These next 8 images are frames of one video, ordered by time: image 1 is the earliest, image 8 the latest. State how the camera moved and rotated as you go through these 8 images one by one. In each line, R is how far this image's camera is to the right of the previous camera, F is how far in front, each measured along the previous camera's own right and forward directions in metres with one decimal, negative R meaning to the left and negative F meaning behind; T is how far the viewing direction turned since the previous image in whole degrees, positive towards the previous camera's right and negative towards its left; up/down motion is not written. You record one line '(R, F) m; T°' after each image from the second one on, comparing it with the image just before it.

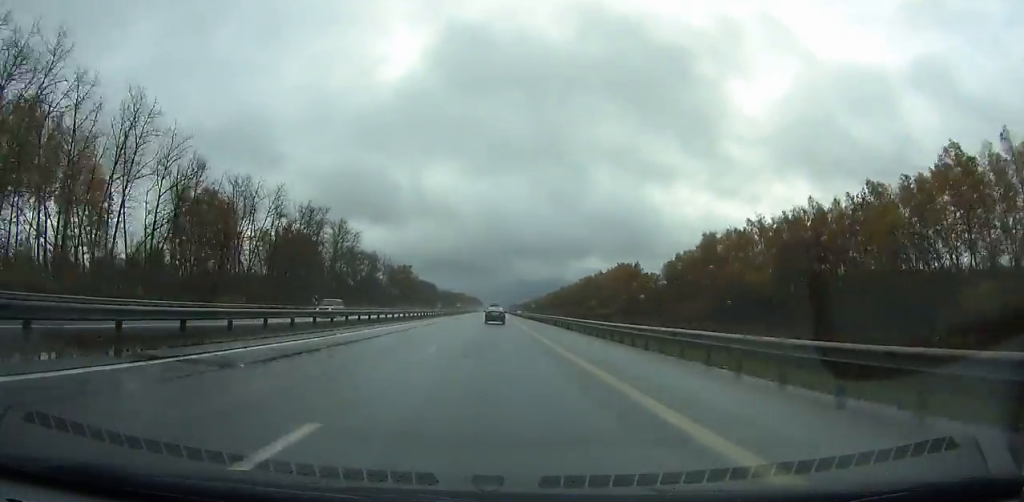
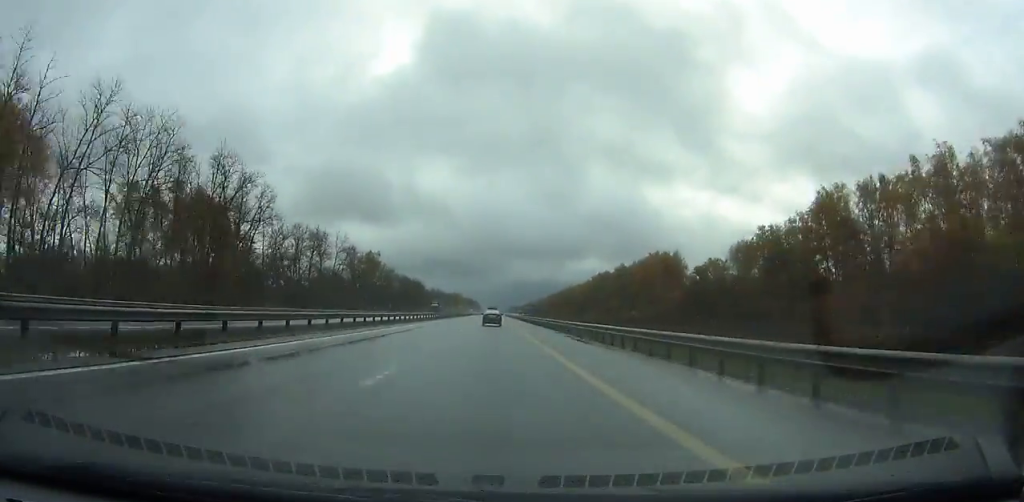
(0.0, +54.9) m; 0°
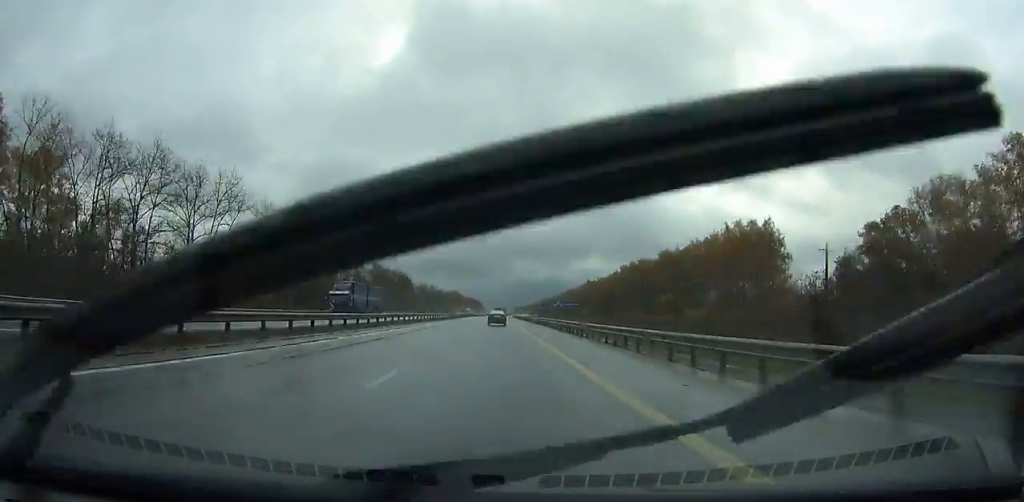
(0.0, +61.0) m; 0°
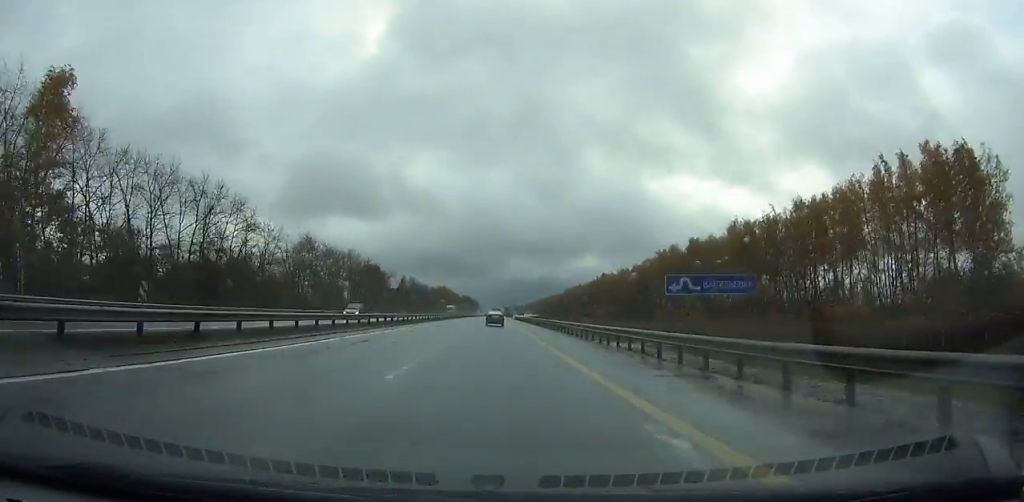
(-0.1, +58.7) m; 0°
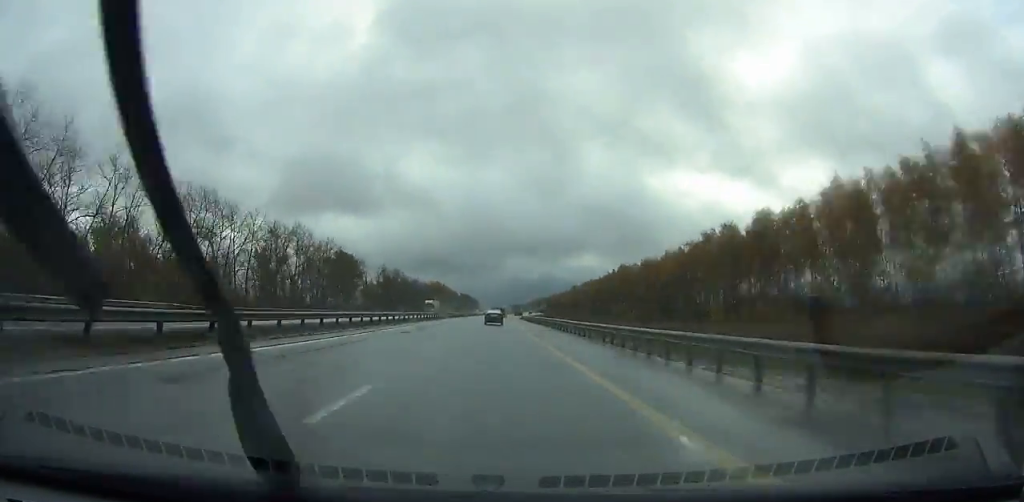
(+0.1, +39.9) m; 0°
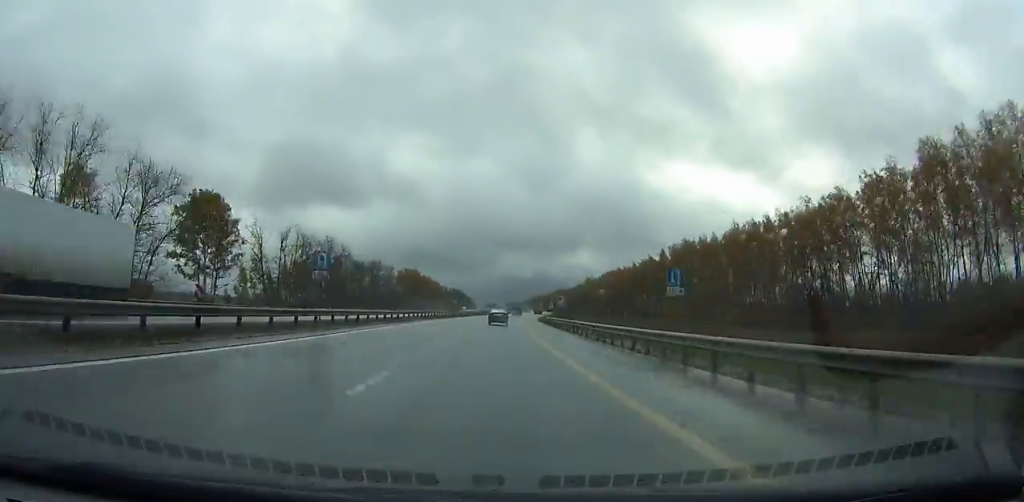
(+0.3, +80.1) m; +1°
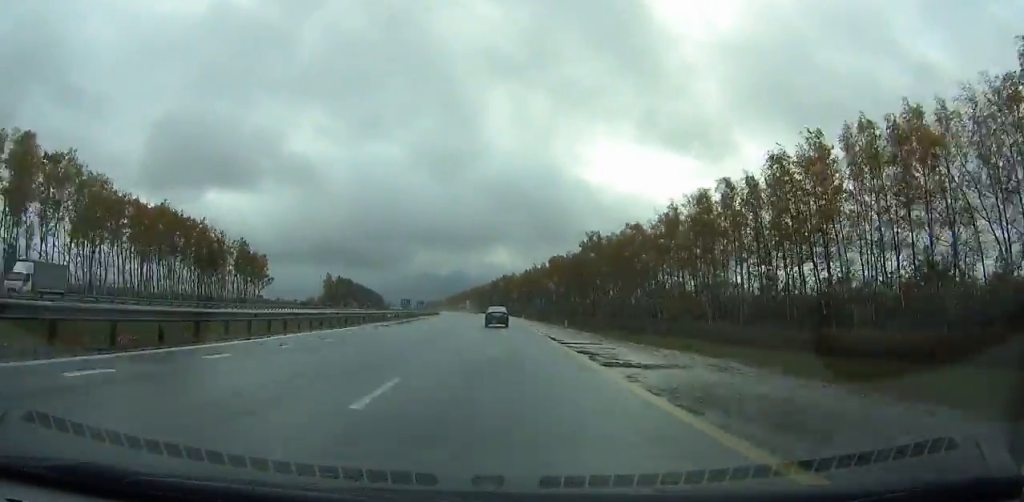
(+8.7, +187.9) m; +5°
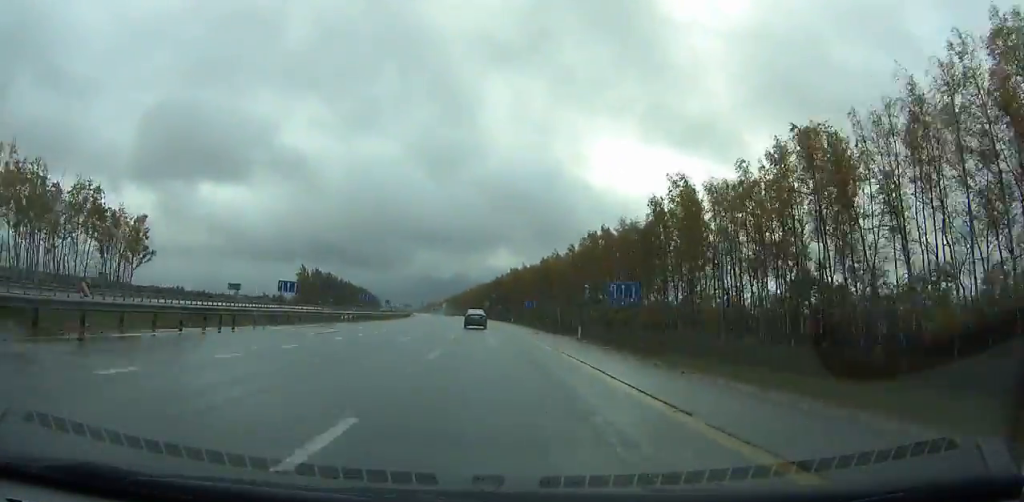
(+0.6, +65.0) m; 0°
